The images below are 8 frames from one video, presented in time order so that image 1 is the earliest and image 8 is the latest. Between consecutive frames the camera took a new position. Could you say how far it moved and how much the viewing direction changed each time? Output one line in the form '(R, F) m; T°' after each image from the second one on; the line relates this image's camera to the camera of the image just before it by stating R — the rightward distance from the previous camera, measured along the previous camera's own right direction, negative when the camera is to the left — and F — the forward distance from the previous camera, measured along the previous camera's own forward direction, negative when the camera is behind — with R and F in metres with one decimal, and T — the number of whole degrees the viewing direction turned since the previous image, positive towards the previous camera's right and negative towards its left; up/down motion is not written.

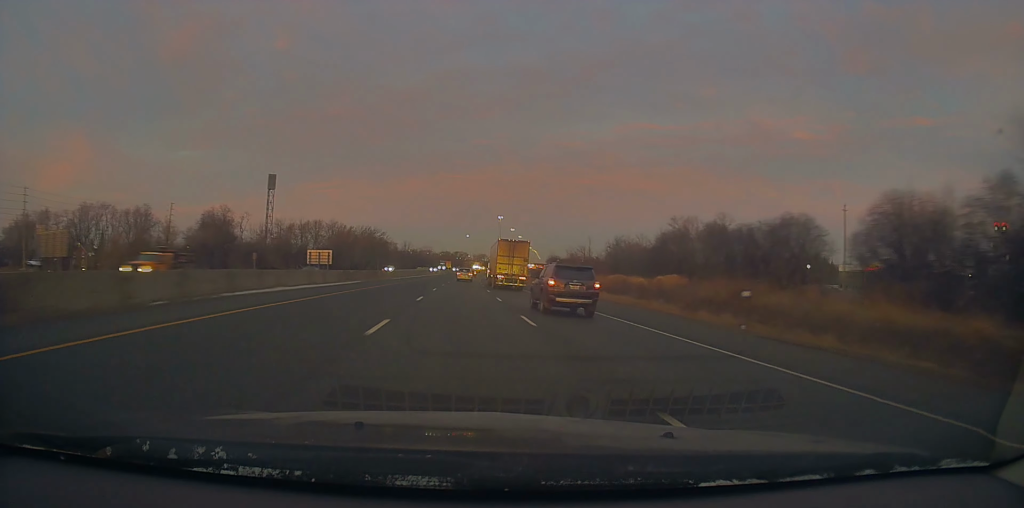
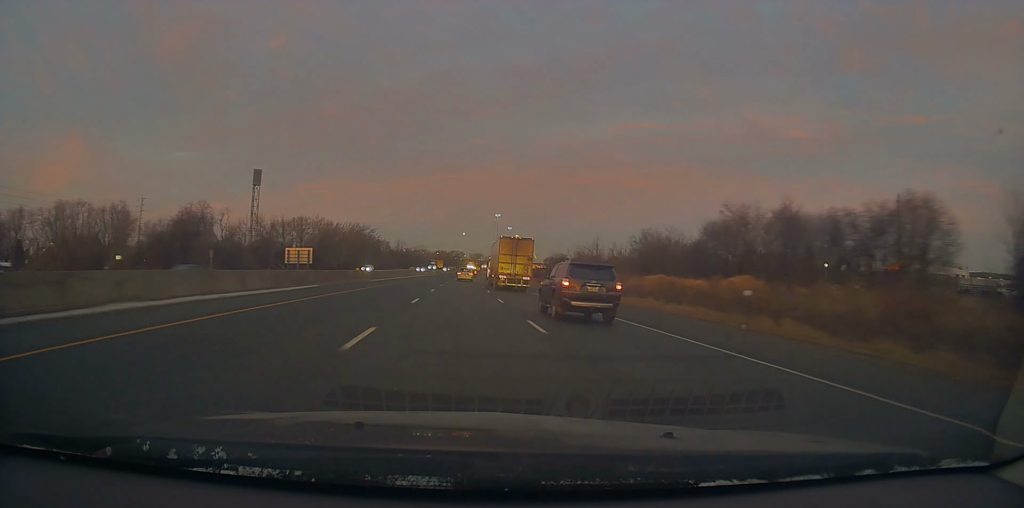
(+0.1, +14.2) m; 0°
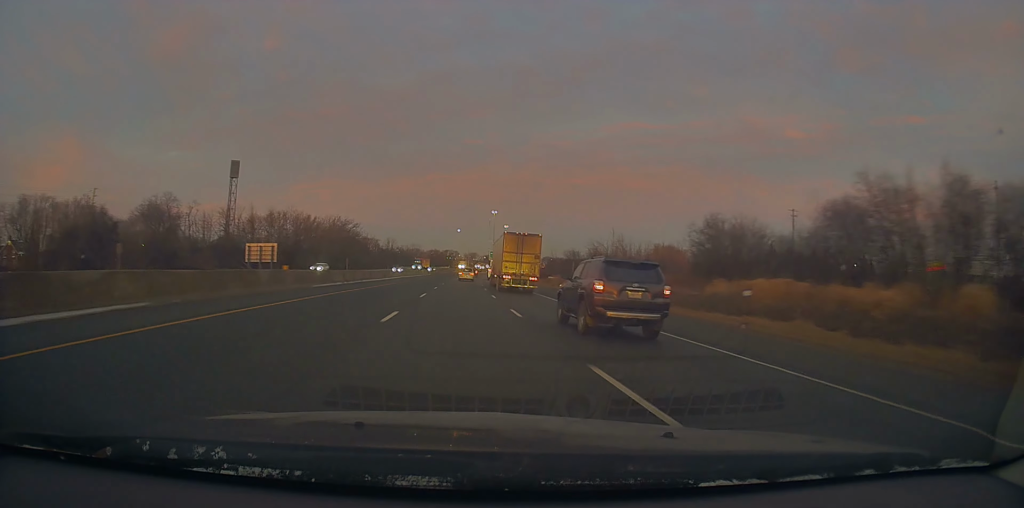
(+0.6, +20.1) m; +1°
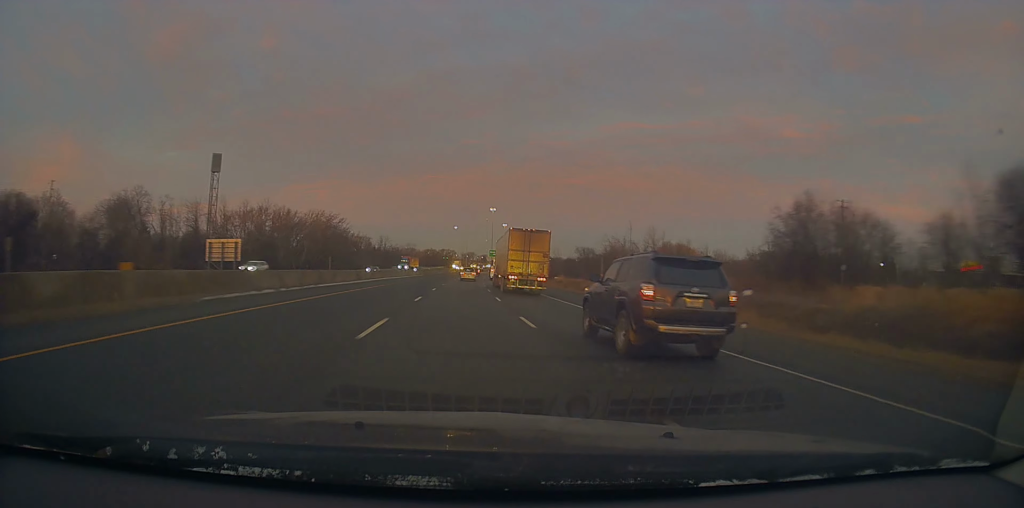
(+0.1, +15.4) m; 0°
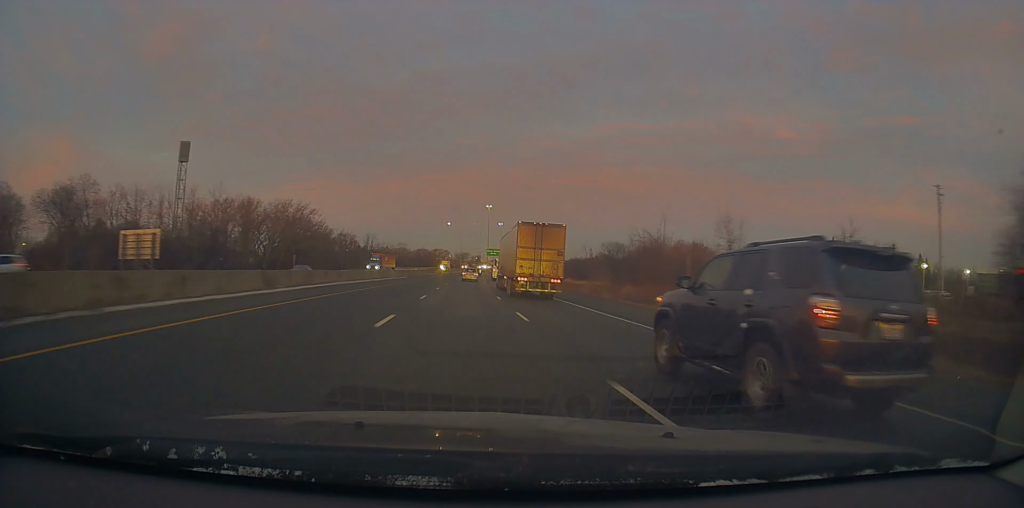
(-0.4, +22.5) m; +1°
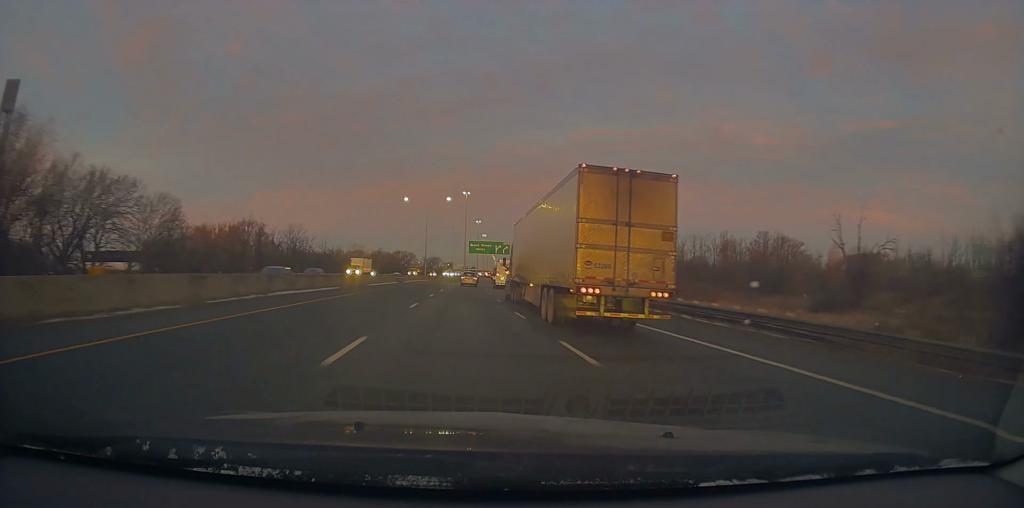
(+3.5, +79.0) m; +4°
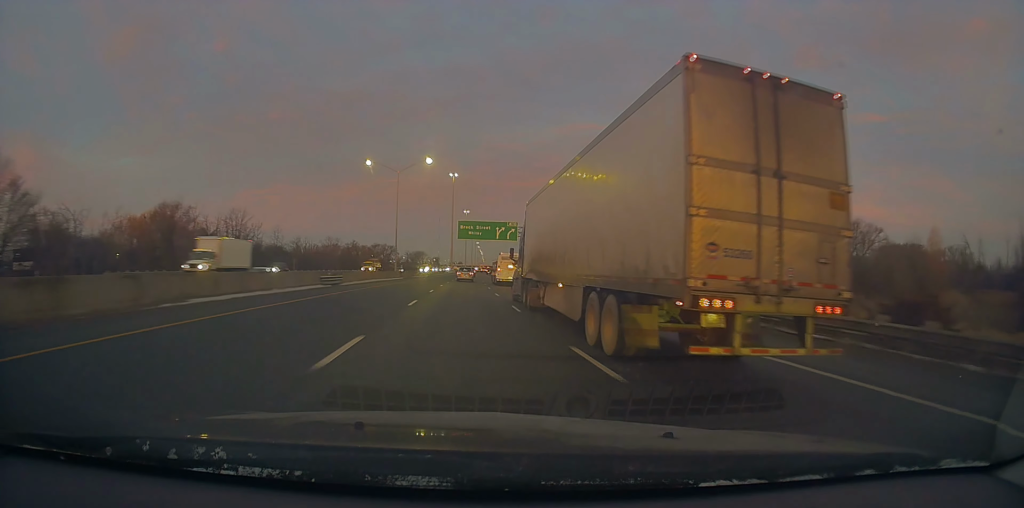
(0.0, +35.4) m; 0°
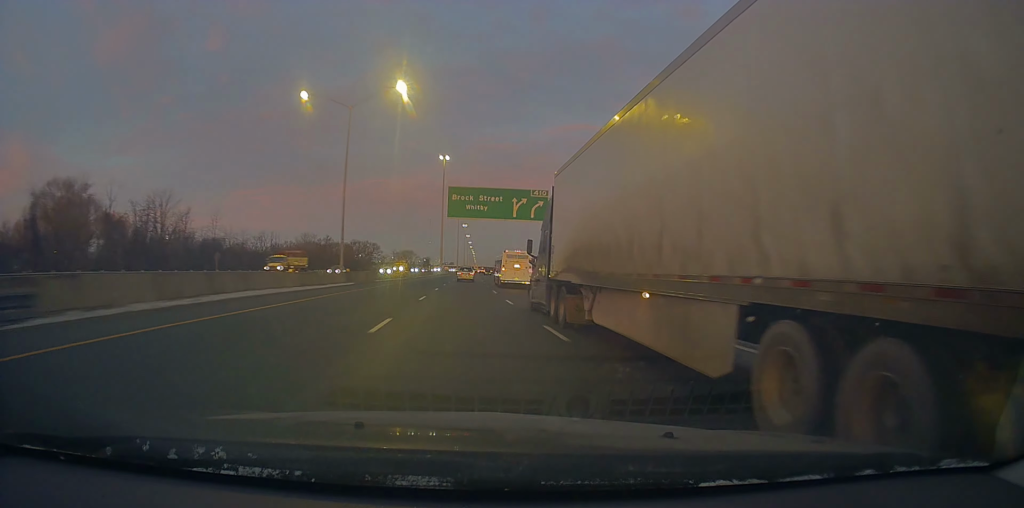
(0.0, +32.9) m; +1°
